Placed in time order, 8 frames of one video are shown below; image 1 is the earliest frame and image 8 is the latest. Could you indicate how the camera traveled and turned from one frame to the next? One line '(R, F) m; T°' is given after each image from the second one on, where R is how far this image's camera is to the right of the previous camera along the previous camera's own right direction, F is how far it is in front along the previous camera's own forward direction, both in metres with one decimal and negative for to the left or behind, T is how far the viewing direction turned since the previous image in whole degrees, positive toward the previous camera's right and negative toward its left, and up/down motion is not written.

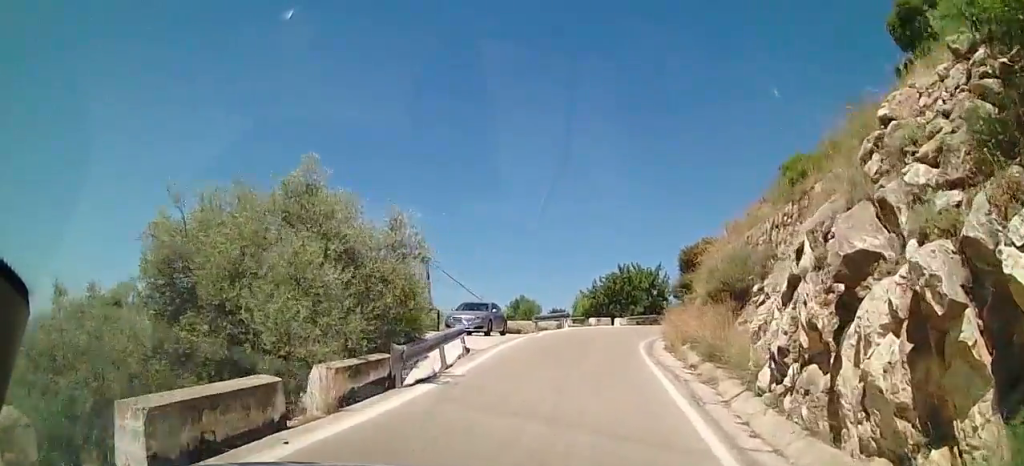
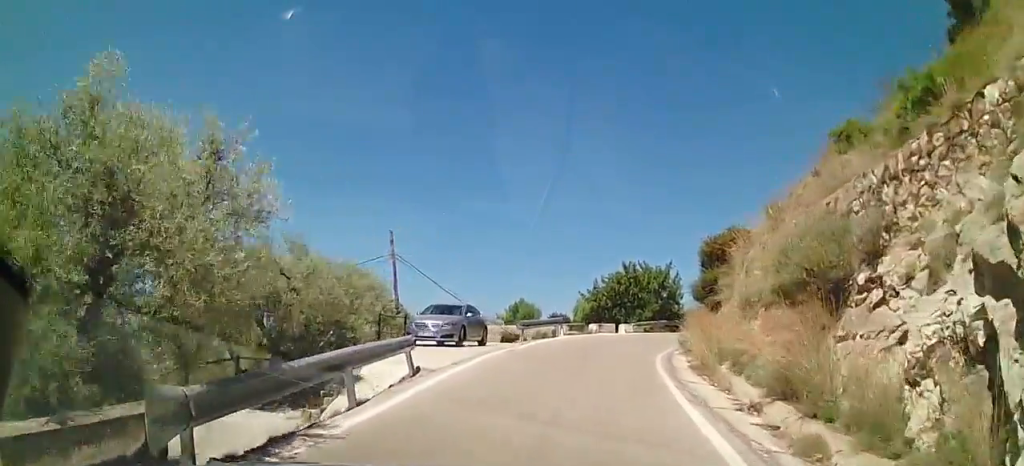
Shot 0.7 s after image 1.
(-0.3, +5.0) m; 0°
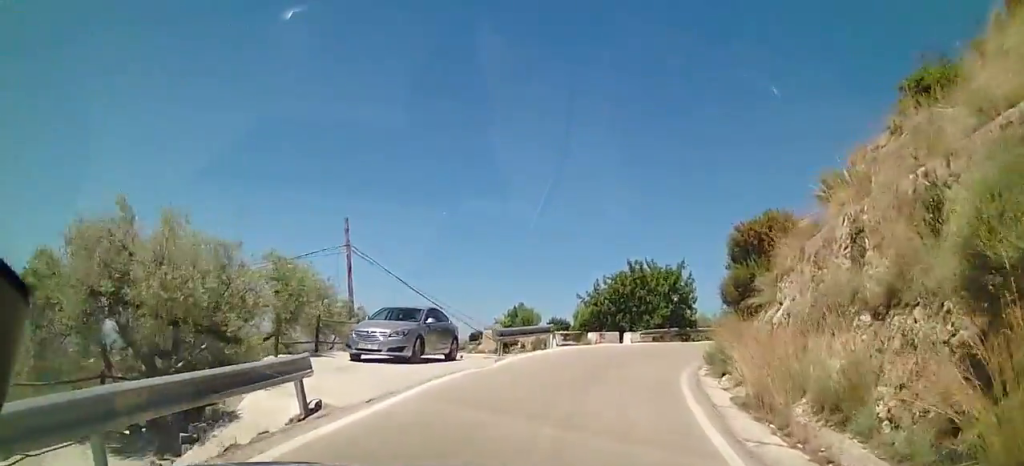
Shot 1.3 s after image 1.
(+0.4, +4.5) m; +1°
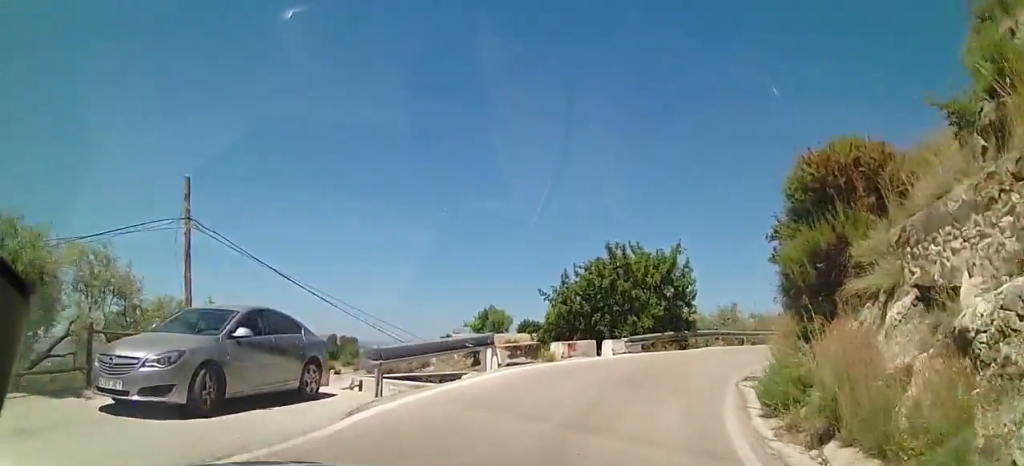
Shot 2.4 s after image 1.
(-0.1, +7.1) m; +5°
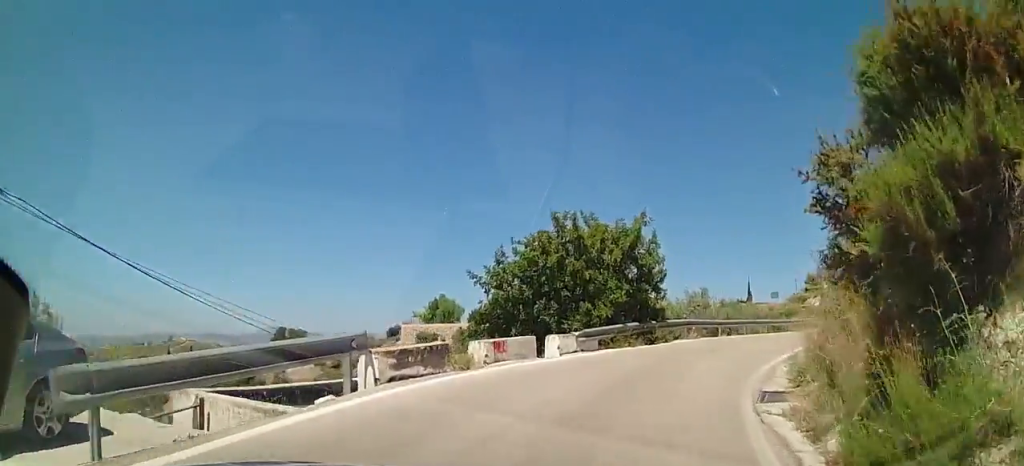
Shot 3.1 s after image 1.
(+0.3, +4.4) m; +7°
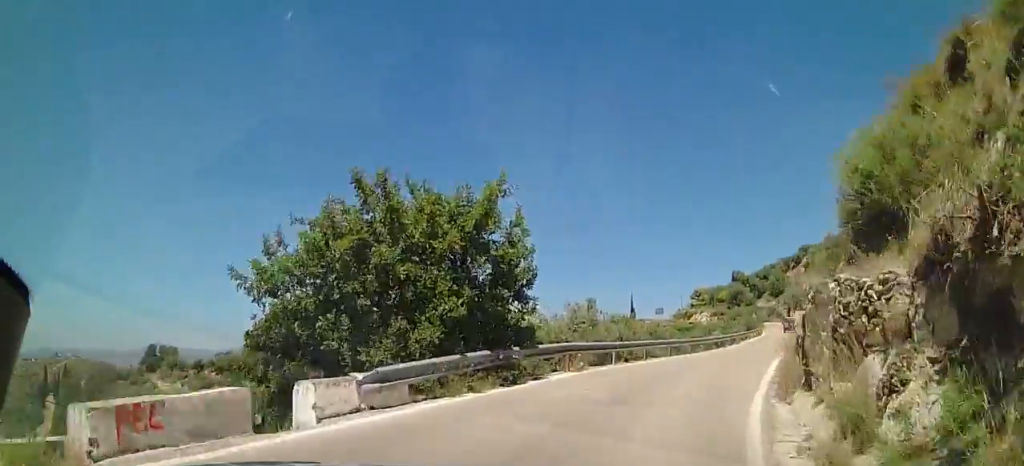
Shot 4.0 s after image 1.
(+0.8, +6.6) m; +13°
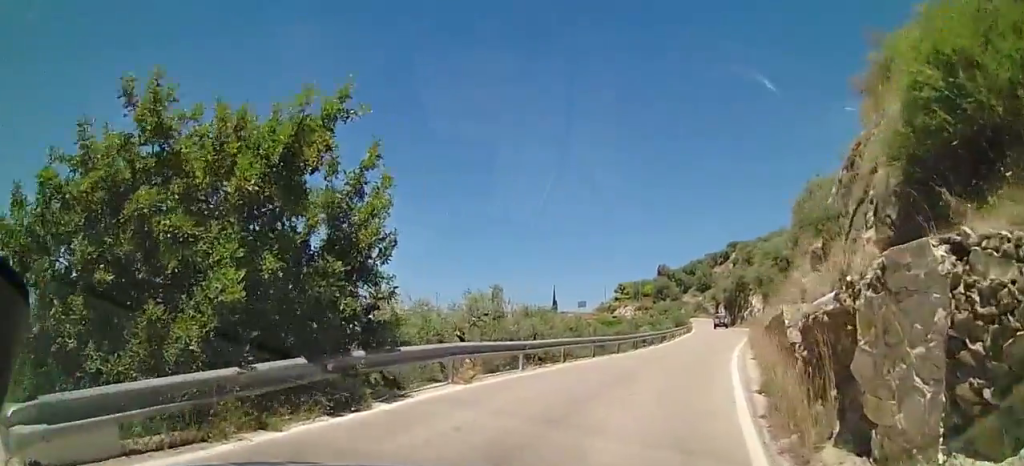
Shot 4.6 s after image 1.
(0.0, +4.2) m; +8°
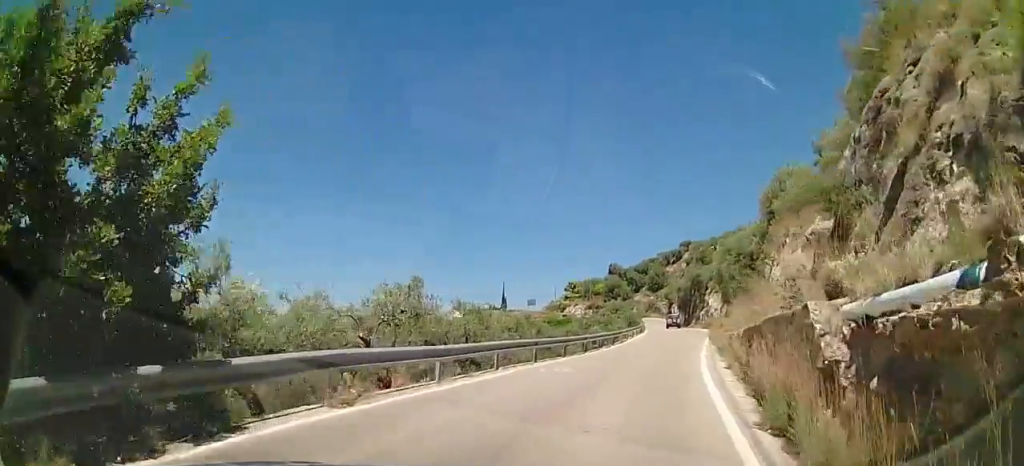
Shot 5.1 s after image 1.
(+0.4, +3.2) m; +4°
